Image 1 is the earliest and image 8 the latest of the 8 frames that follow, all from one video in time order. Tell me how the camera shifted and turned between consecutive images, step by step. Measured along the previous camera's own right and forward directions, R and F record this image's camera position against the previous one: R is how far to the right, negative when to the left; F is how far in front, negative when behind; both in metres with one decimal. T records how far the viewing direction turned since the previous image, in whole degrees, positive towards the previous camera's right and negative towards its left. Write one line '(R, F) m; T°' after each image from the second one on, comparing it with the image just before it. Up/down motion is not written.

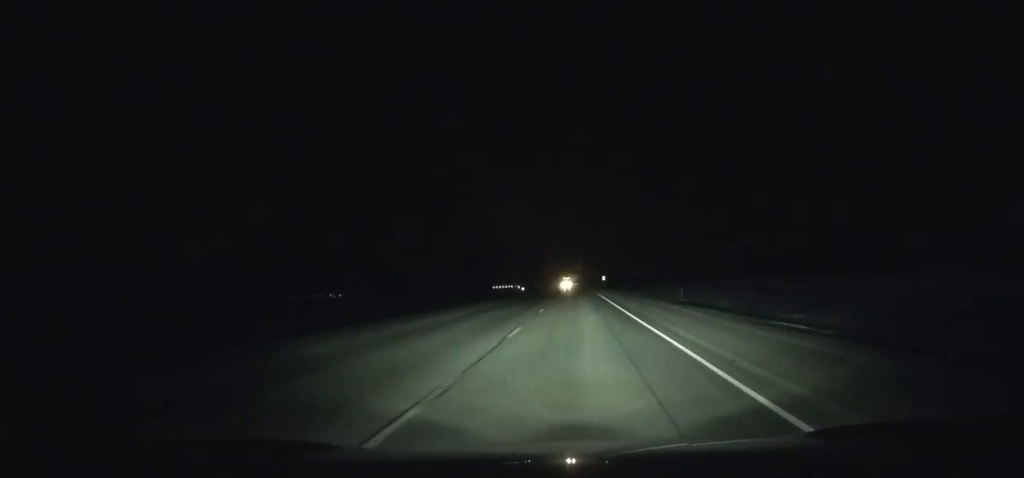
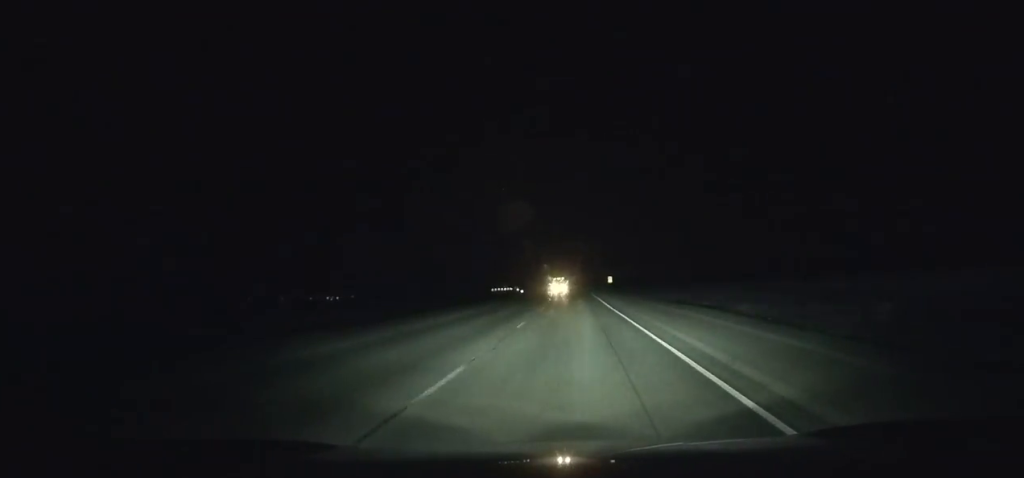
(0.0, +43.8) m; 0°
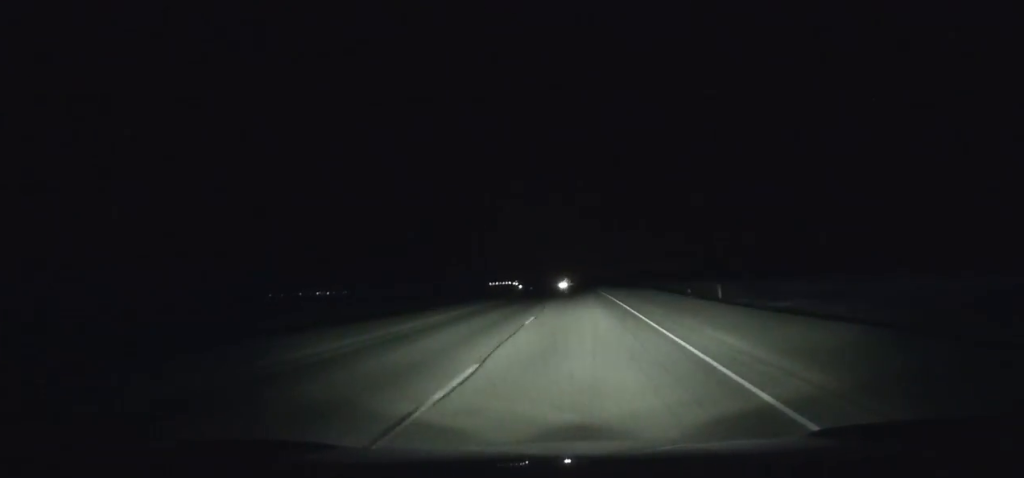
(-0.1, +214.5) m; 0°
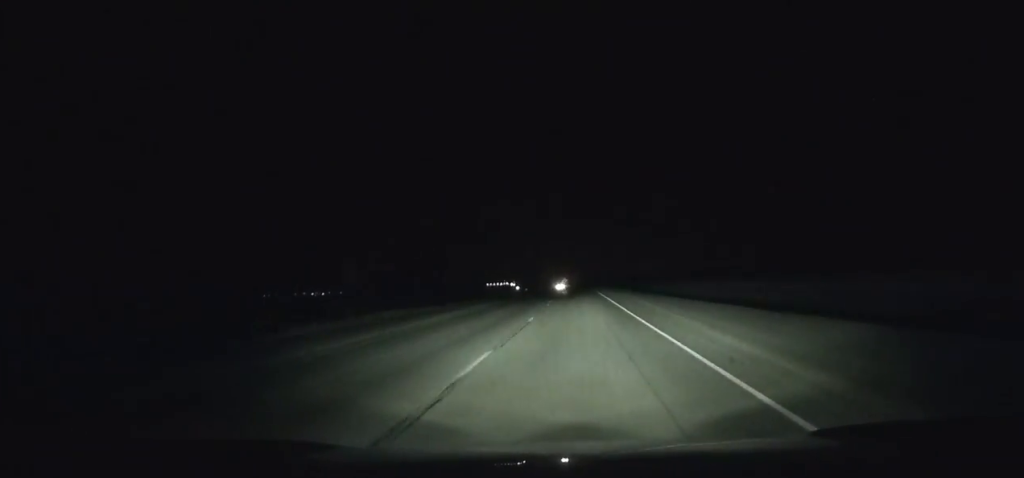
(-0.3, +58.7) m; 0°
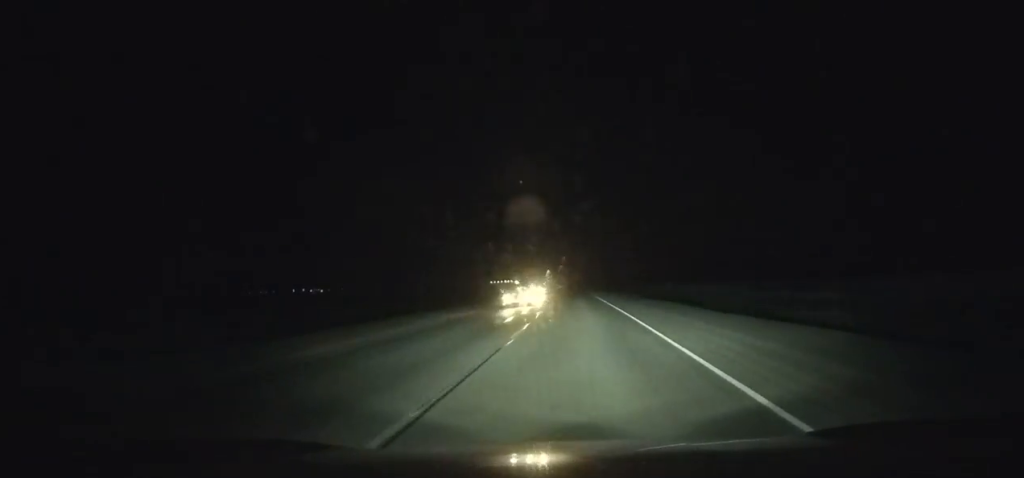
(+0.5, +126.8) m; 0°
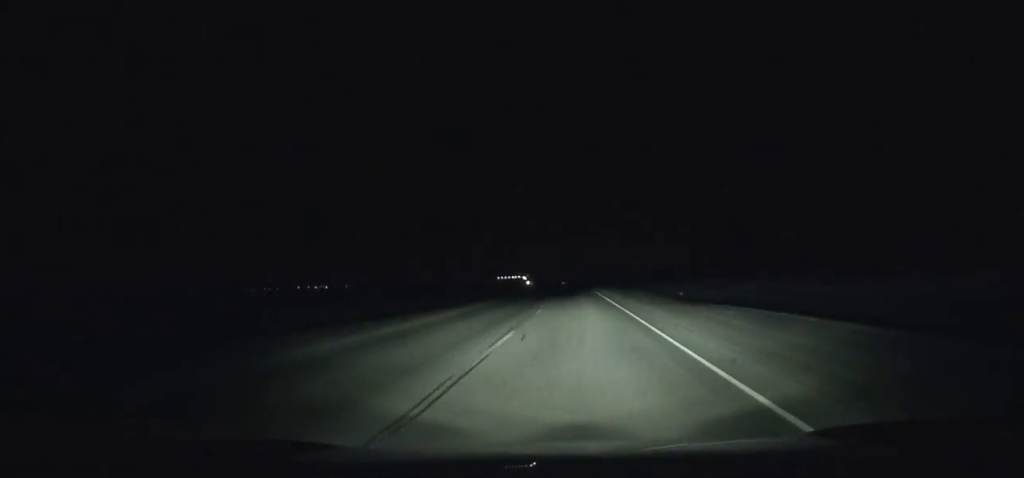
(-0.2, +62.6) m; -1°
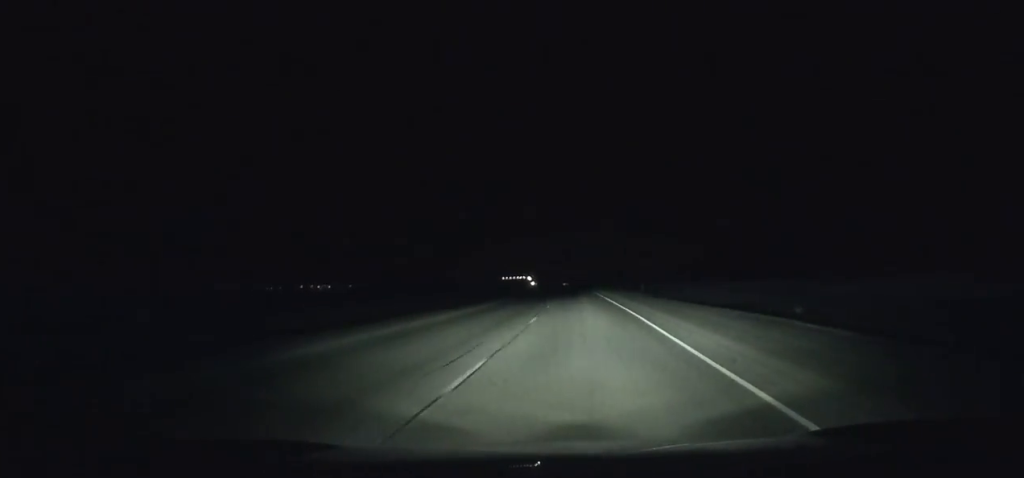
(0.0, +41.8) m; 0°
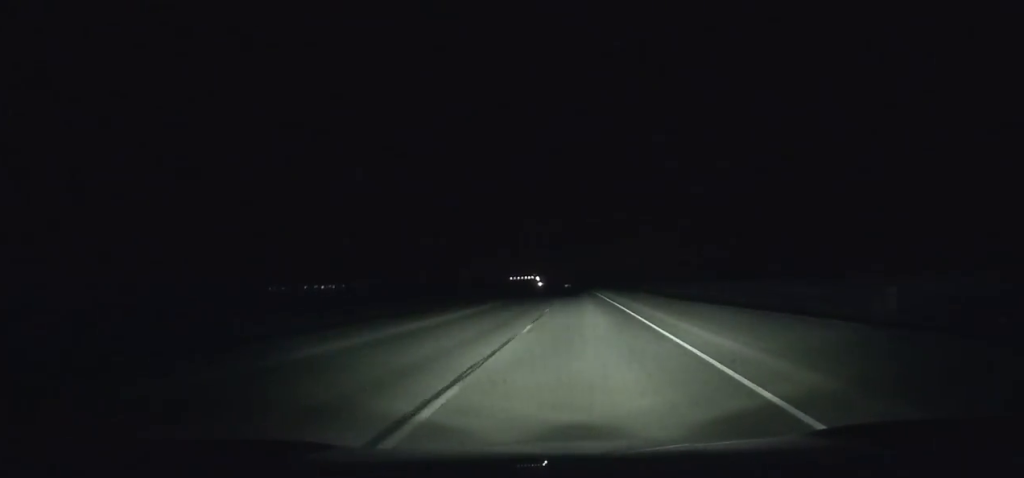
(-0.8, +87.5) m; -1°
